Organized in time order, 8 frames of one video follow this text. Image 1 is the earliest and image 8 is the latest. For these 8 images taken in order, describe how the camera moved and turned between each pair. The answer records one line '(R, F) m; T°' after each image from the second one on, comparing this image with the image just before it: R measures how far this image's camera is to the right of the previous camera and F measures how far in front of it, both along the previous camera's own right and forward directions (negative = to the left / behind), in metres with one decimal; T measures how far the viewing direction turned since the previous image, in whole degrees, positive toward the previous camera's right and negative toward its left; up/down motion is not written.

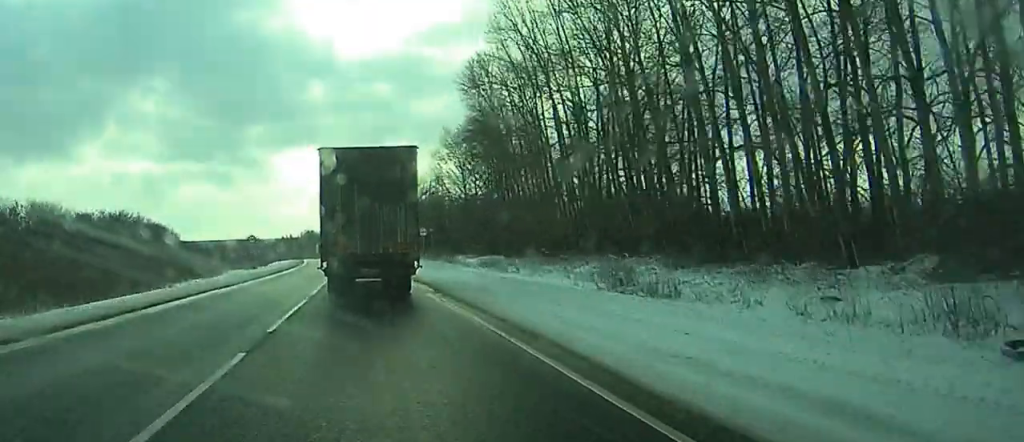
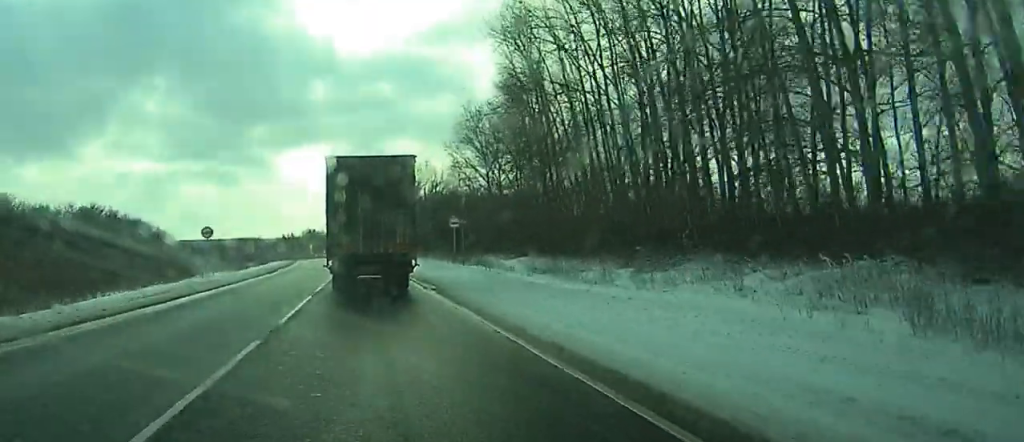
(0.0, +23.6) m; 0°
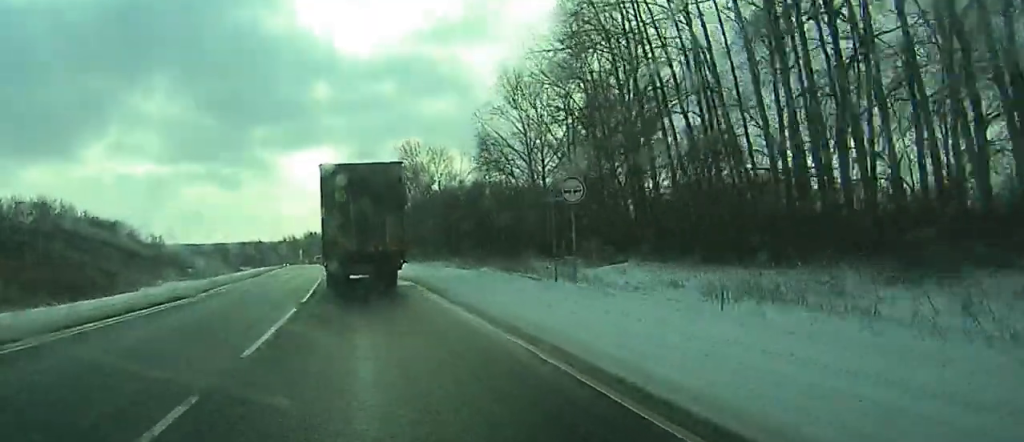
(0.0, +29.5) m; 0°
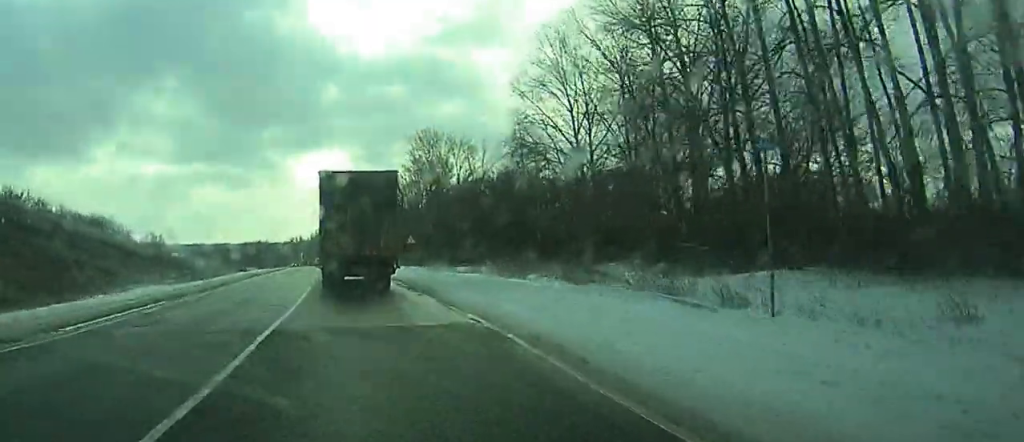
(+0.1, +16.9) m; 0°
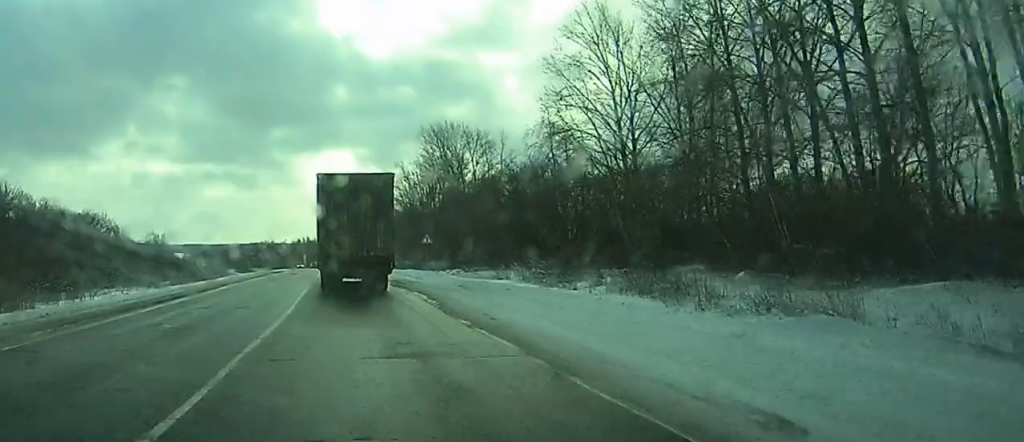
(0.0, +10.8) m; 0°
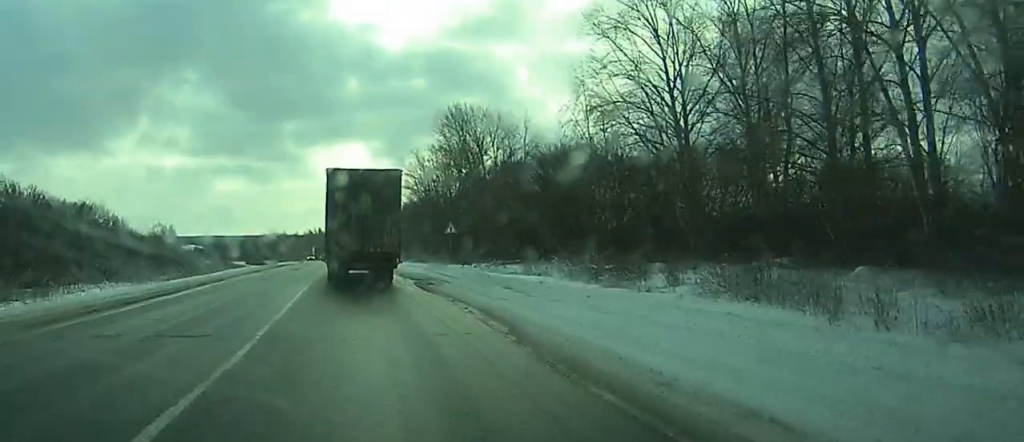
(-0.1, +11.1) m; -1°
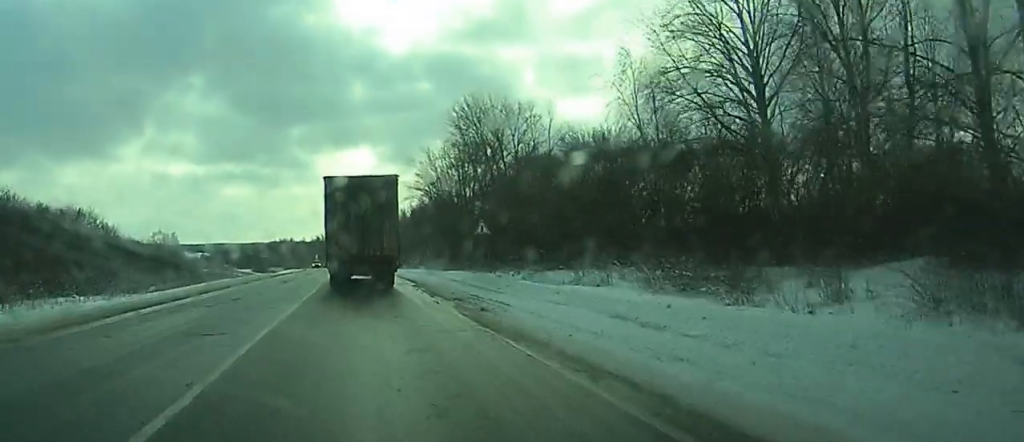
(-0.1, +14.1) m; +1°
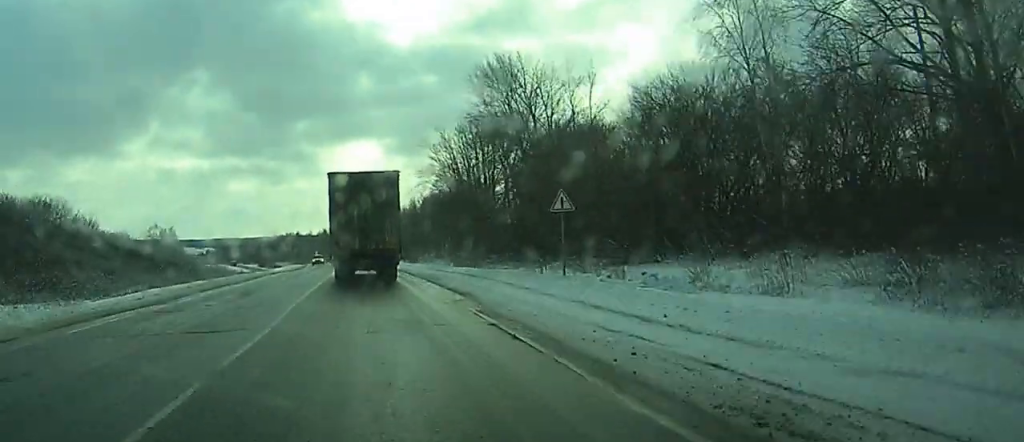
(-0.1, +20.6) m; +3°
